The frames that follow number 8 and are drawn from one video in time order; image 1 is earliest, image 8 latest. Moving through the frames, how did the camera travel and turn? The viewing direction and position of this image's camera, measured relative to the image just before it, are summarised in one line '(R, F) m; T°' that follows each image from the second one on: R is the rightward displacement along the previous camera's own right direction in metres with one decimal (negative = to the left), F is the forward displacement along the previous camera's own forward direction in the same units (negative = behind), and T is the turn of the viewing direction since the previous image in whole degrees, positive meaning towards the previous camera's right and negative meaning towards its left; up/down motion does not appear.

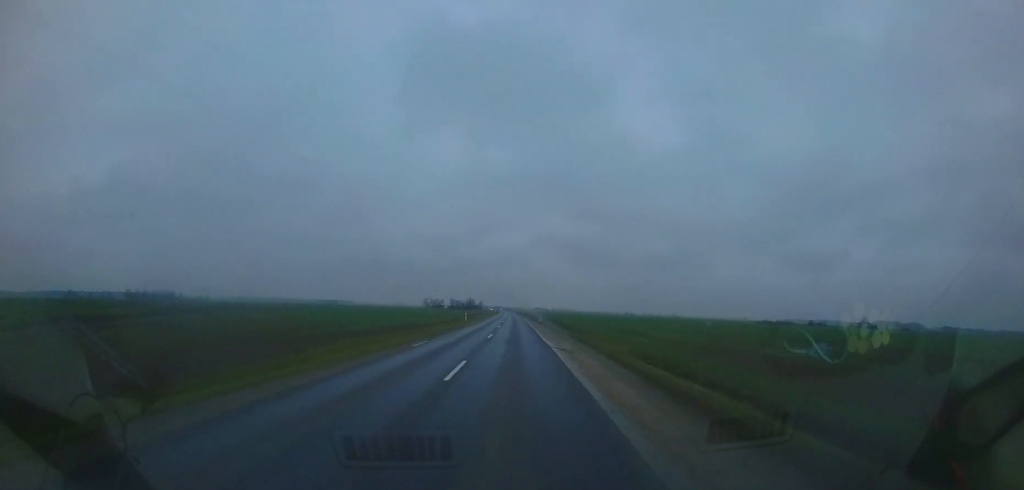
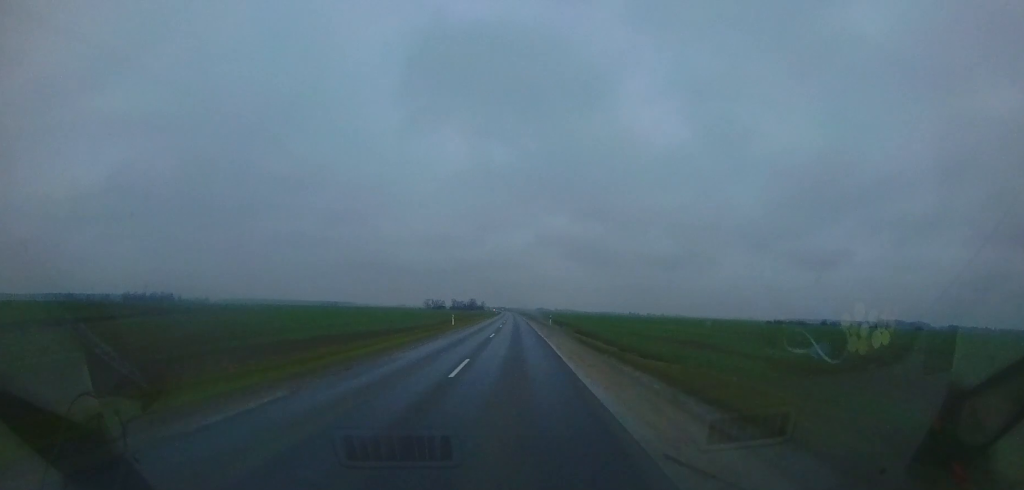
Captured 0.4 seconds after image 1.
(0.0, +11.4) m; -1°
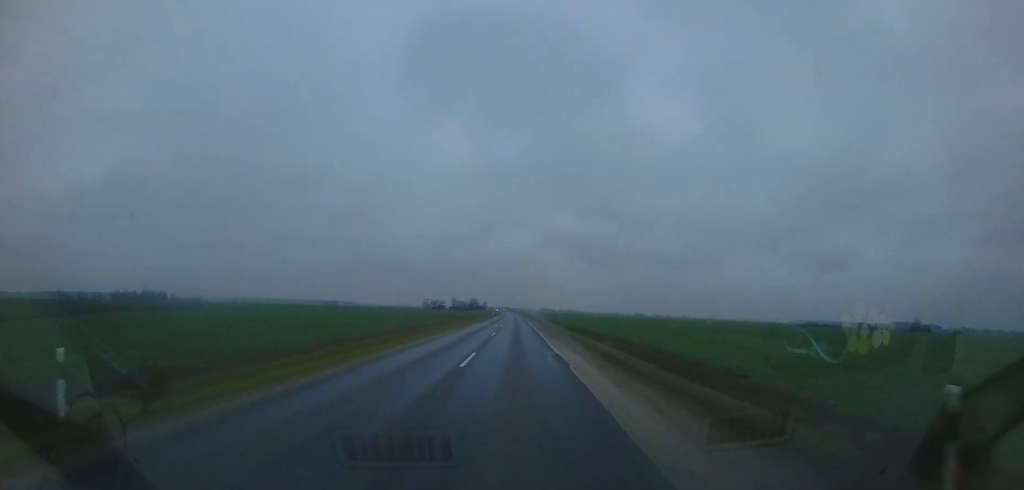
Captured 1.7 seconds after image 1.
(-0.7, +34.2) m; -1°
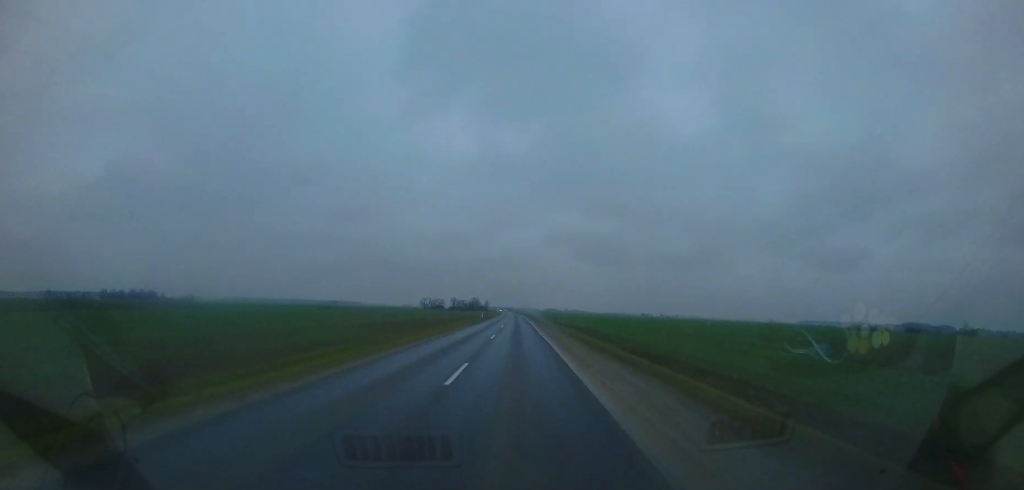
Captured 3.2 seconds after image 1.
(+0.1, +37.6) m; 0°
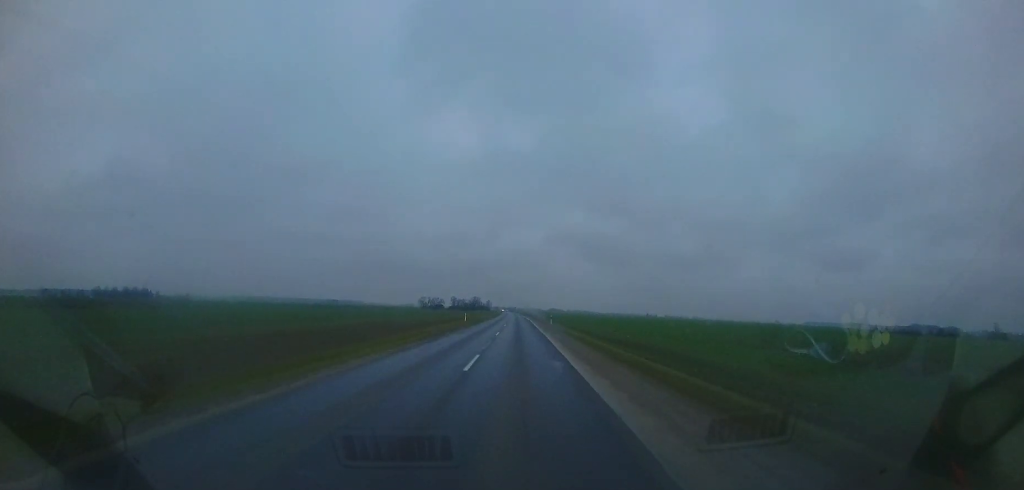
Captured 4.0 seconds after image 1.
(-0.2, +21.8) m; 0°
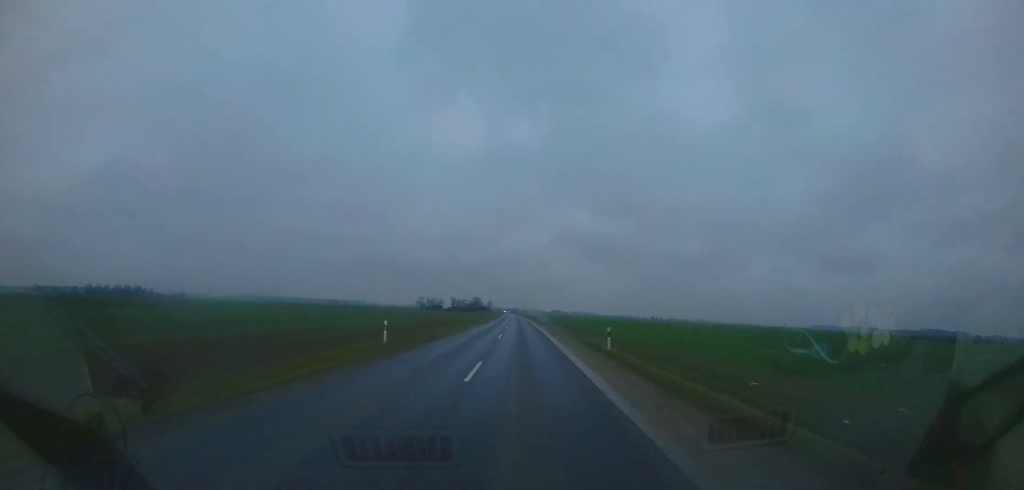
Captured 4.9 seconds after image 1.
(0.0, +24.6) m; 0°
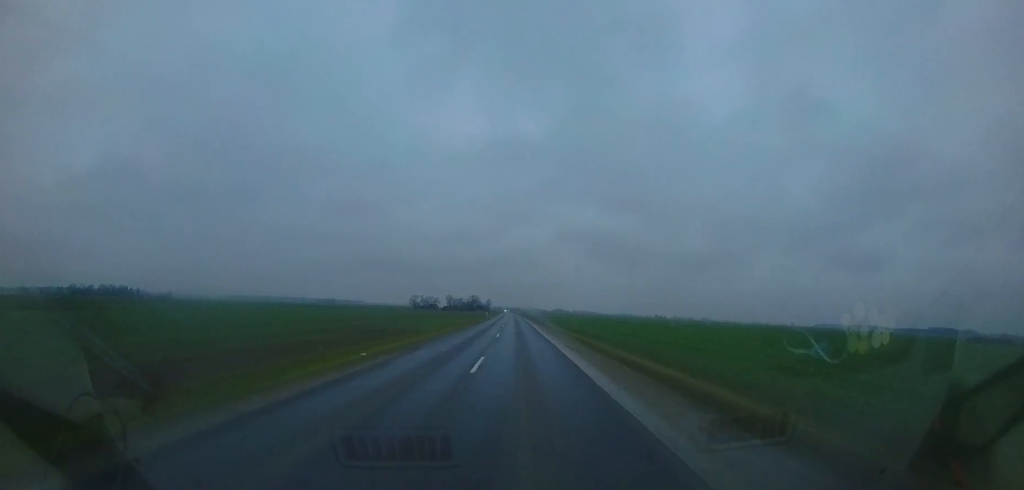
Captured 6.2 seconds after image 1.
(0.0, +34.3) m; -1°
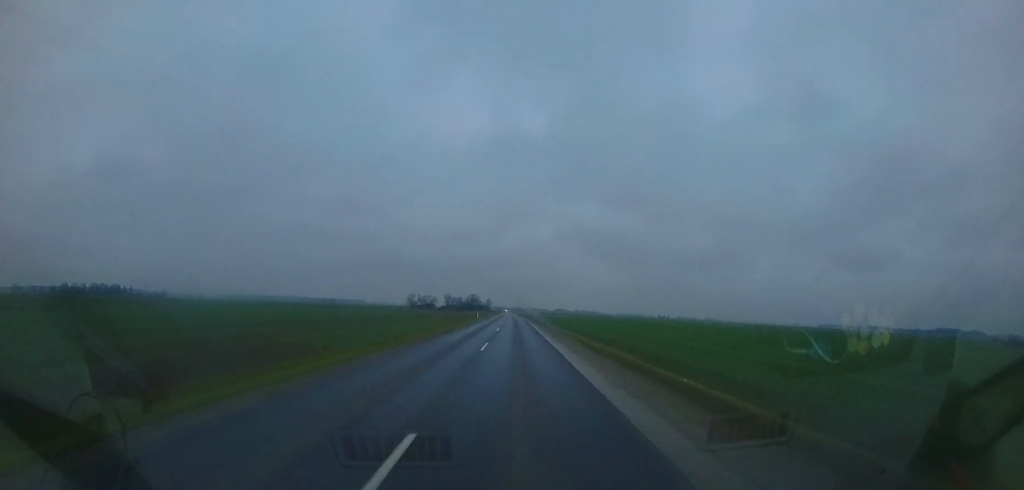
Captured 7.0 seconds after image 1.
(-0.4, +19.4) m; 0°
